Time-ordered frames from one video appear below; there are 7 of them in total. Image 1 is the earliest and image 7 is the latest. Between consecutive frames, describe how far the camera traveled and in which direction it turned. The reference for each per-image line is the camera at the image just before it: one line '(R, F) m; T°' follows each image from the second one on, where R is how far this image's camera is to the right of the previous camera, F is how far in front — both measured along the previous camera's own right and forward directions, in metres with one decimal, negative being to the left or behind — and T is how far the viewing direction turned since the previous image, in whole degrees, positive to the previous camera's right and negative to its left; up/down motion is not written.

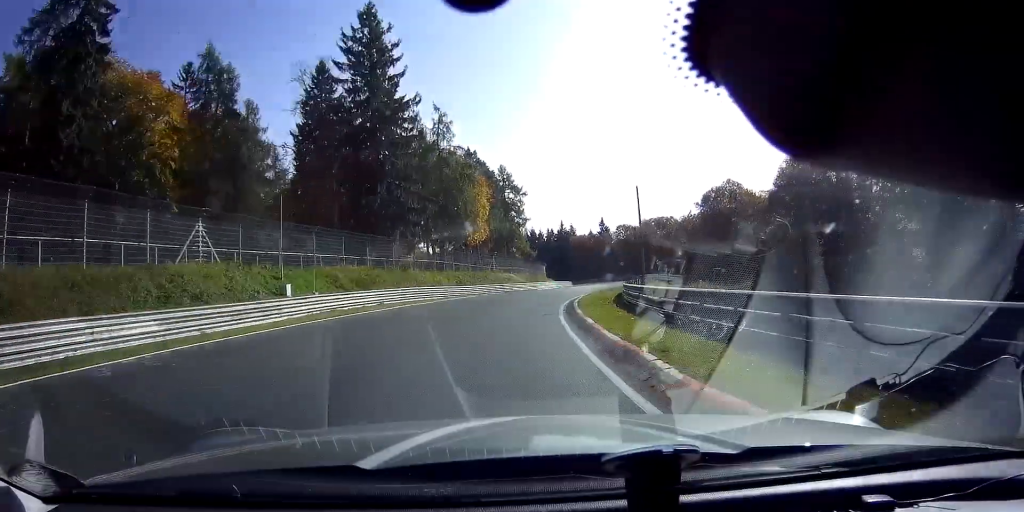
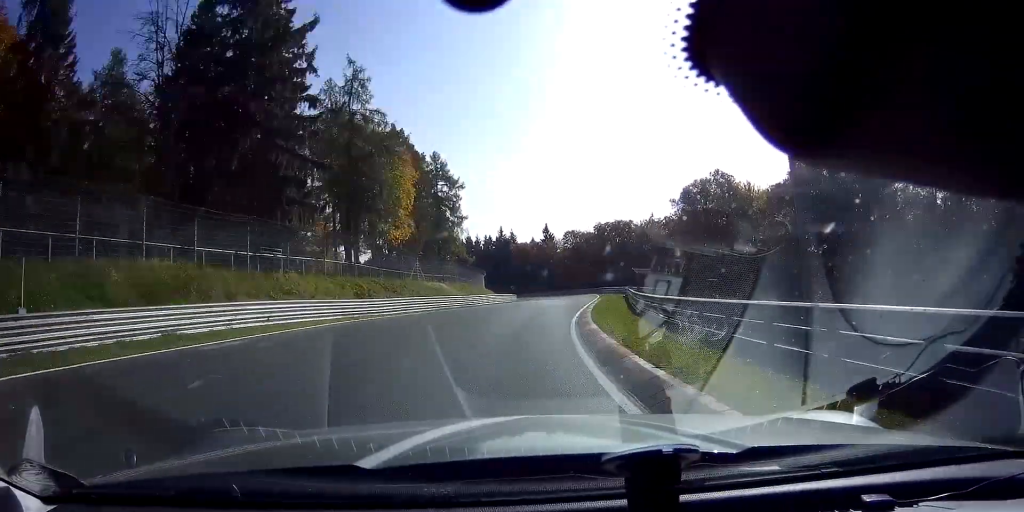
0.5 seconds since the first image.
(+1.0, +17.7) m; +4°
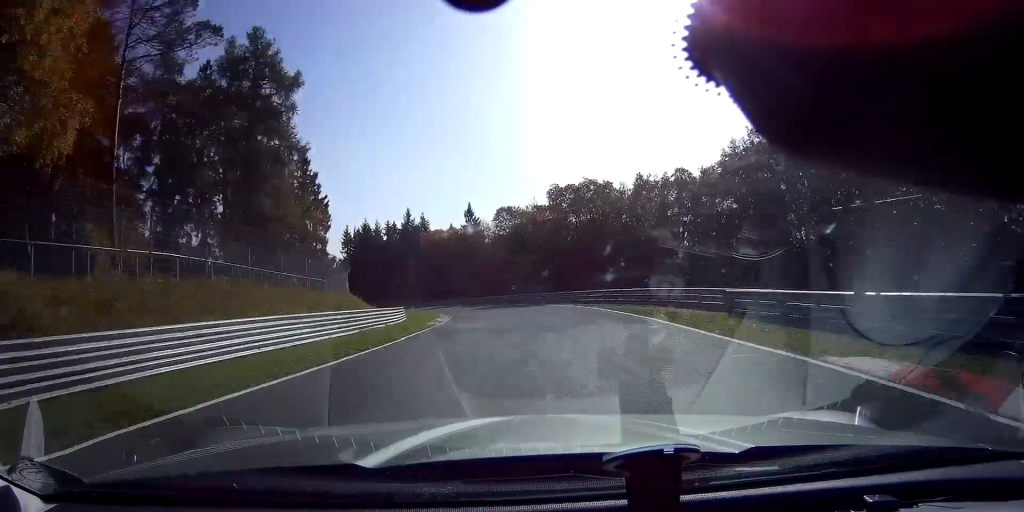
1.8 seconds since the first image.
(+3.5, +44.0) m; +3°
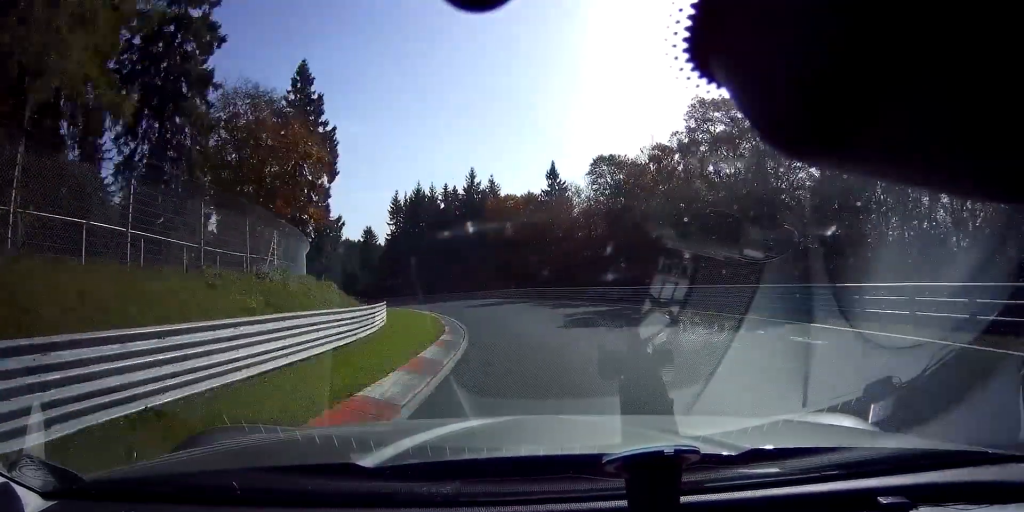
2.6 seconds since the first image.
(-0.8, +29.4) m; -6°
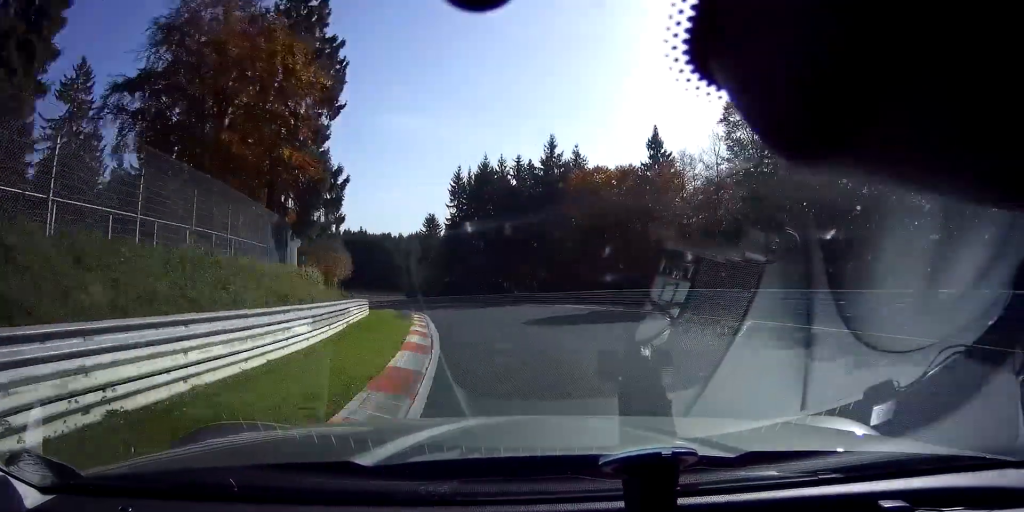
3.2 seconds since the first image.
(-0.2, +20.1) m; -7°
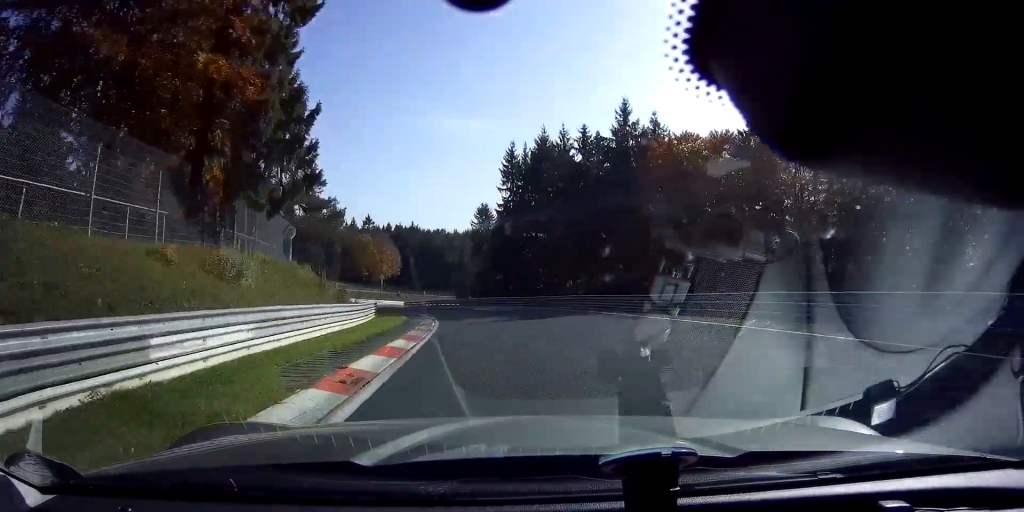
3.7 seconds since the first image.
(-1.5, +14.2) m; -6°
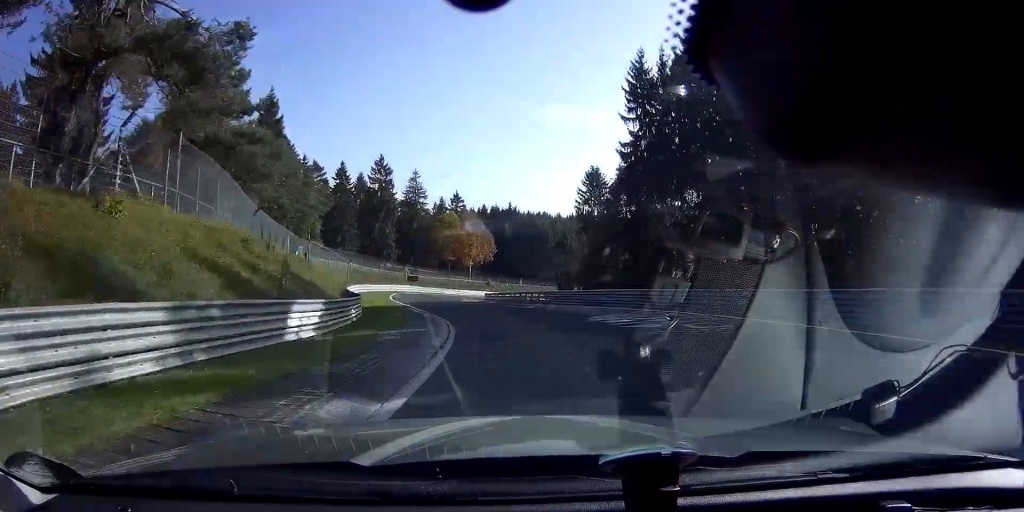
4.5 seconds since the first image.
(-2.4, +26.9) m; -9°
